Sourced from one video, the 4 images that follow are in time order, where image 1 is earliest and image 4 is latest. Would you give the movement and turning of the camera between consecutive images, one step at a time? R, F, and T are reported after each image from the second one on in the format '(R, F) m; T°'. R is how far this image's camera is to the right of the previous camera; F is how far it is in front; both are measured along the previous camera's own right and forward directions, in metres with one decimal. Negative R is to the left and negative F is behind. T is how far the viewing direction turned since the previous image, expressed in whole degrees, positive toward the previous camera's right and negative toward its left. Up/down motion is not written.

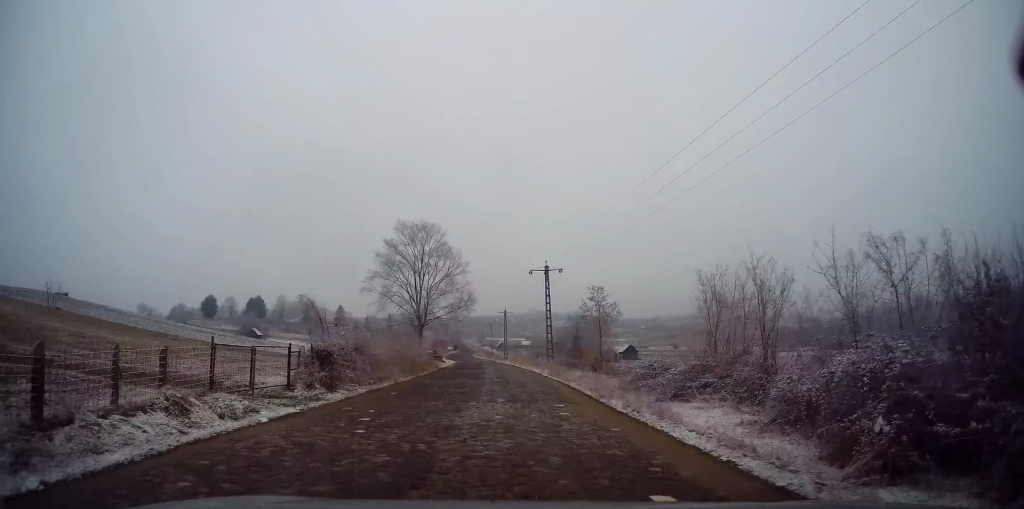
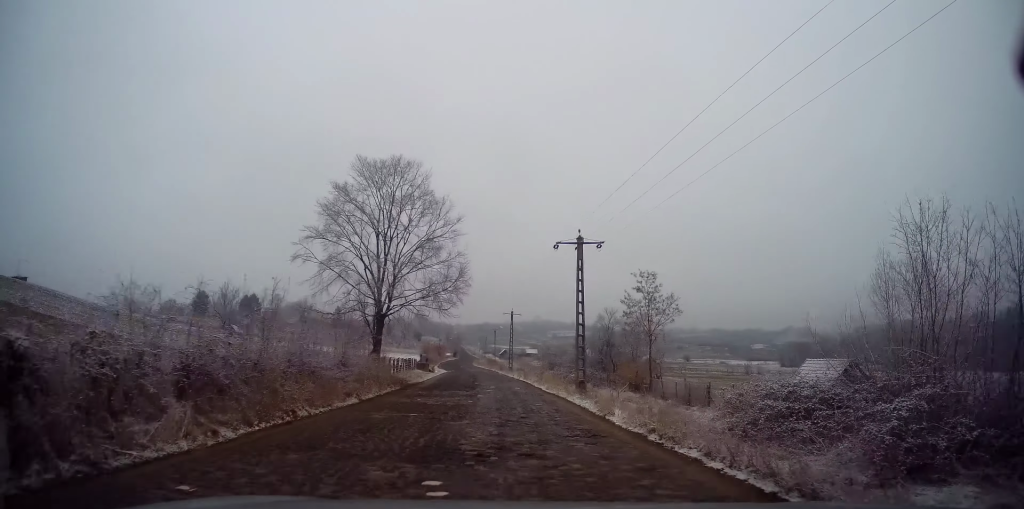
(-0.1, +16.8) m; -2°
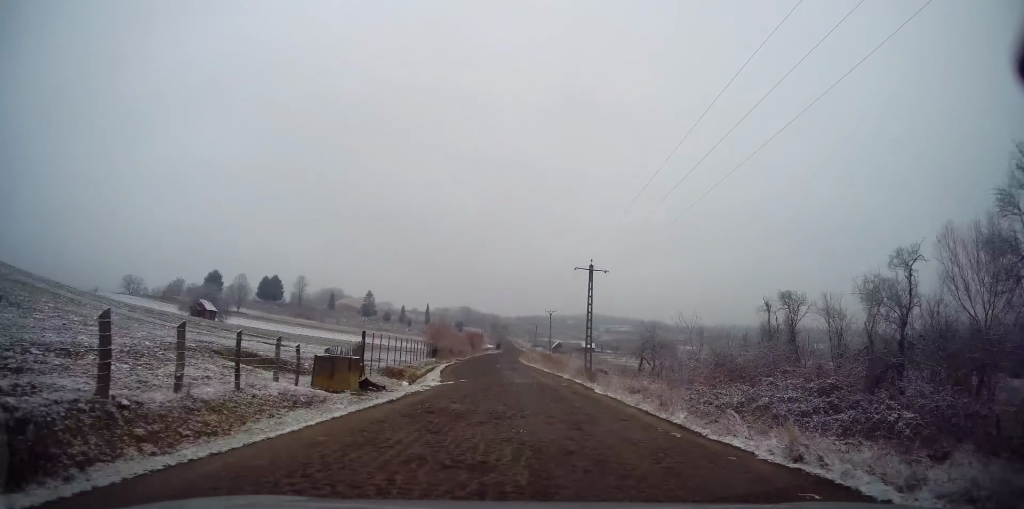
(-1.1, +40.4) m; -3°
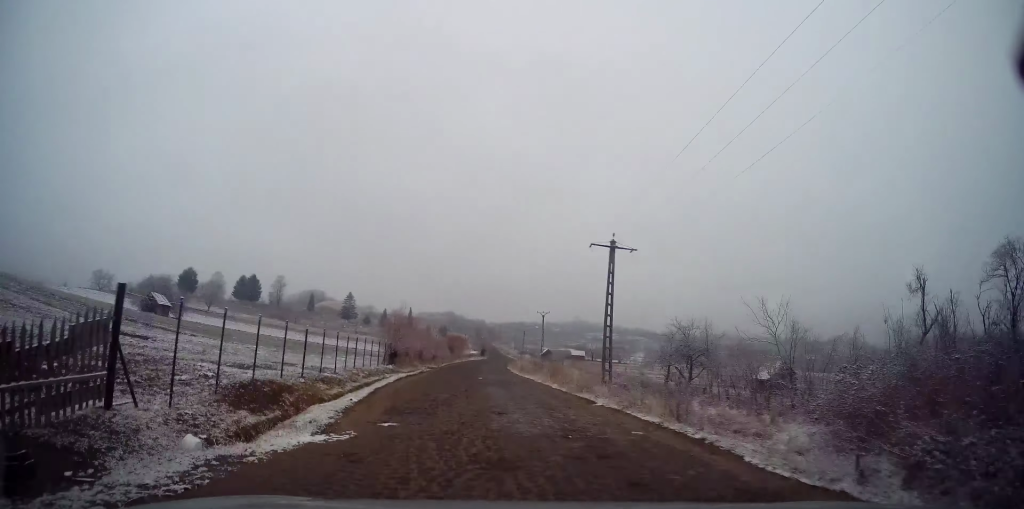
(0.0, +13.6) m; 0°
